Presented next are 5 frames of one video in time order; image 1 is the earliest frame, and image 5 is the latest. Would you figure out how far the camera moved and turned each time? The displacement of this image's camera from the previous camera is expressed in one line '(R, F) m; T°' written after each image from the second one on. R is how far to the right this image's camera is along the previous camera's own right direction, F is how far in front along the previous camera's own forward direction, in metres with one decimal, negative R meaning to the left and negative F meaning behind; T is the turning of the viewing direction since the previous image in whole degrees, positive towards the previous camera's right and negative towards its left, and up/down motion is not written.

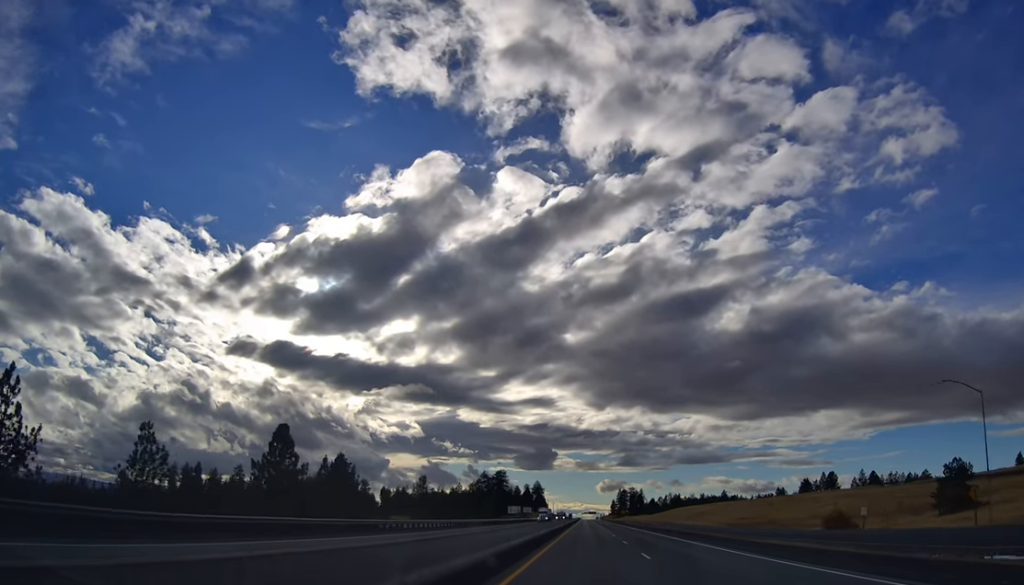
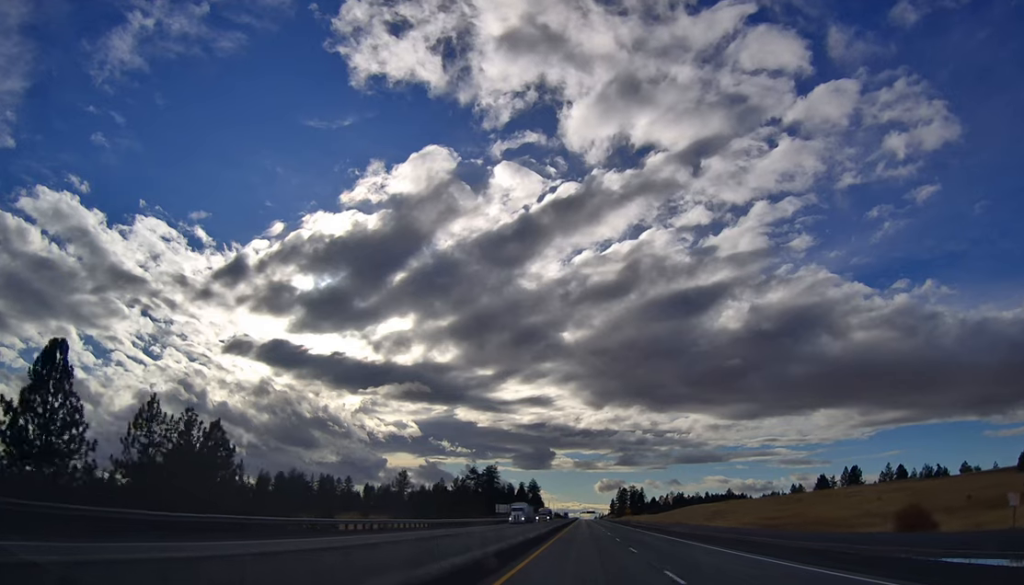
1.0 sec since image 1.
(-0.2, +32.7) m; 0°
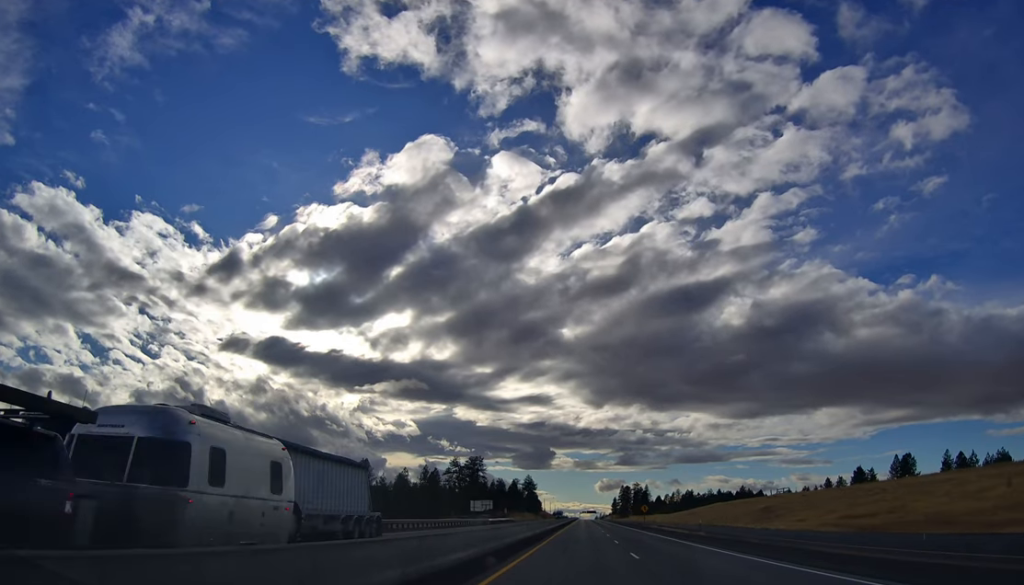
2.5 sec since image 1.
(+0.7, +53.0) m; +2°
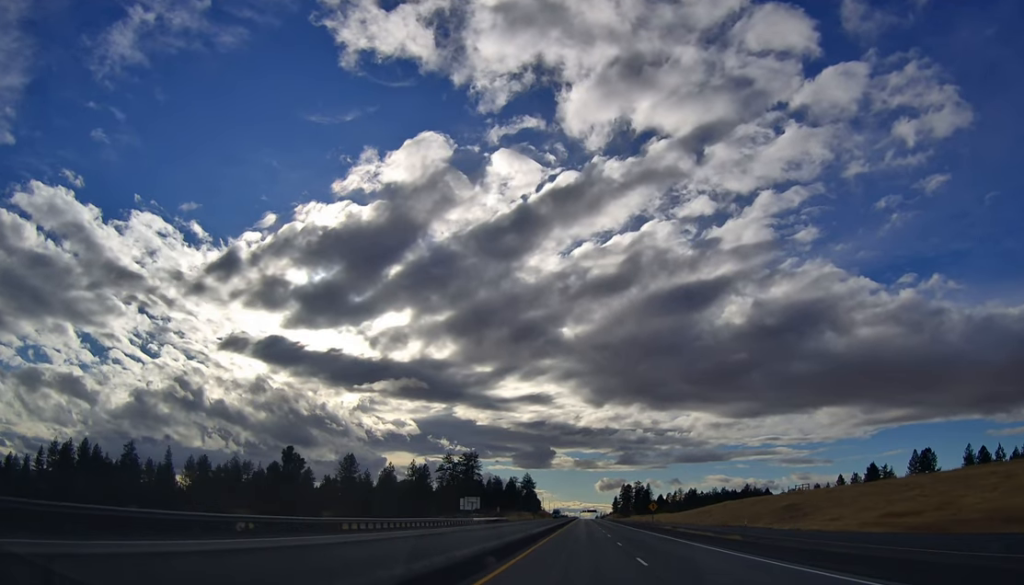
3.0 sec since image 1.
(+0.3, +15.8) m; 0°
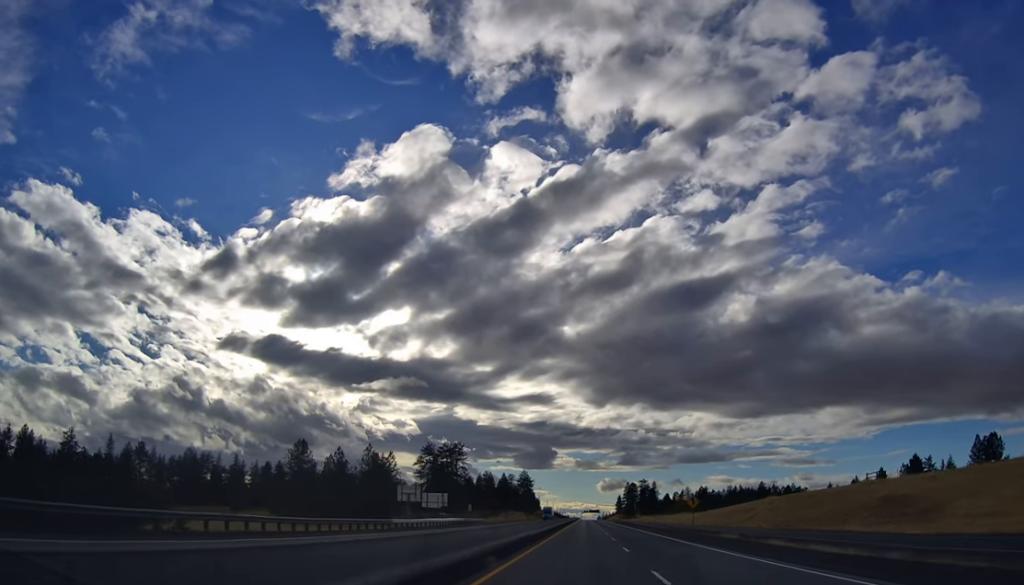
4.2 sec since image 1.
(-0.9, +41.7) m; -1°
